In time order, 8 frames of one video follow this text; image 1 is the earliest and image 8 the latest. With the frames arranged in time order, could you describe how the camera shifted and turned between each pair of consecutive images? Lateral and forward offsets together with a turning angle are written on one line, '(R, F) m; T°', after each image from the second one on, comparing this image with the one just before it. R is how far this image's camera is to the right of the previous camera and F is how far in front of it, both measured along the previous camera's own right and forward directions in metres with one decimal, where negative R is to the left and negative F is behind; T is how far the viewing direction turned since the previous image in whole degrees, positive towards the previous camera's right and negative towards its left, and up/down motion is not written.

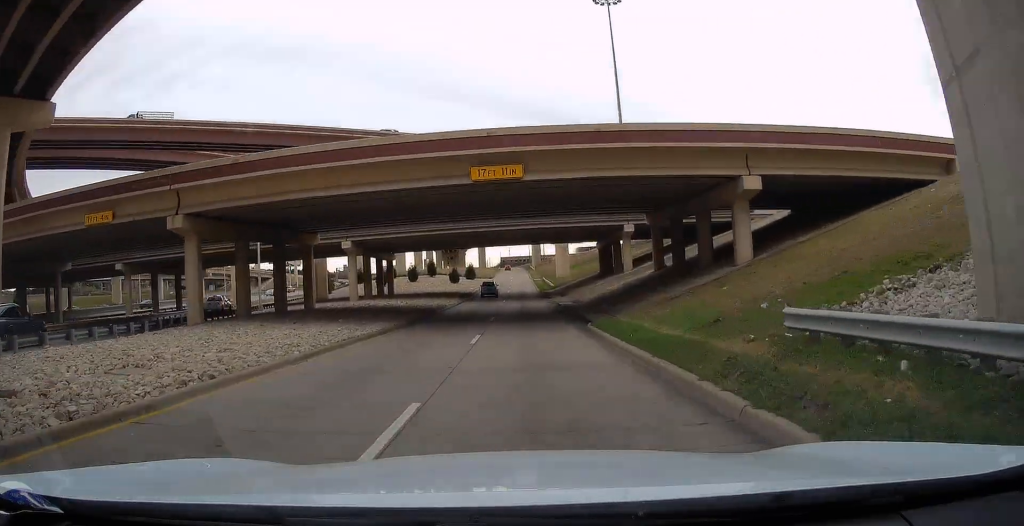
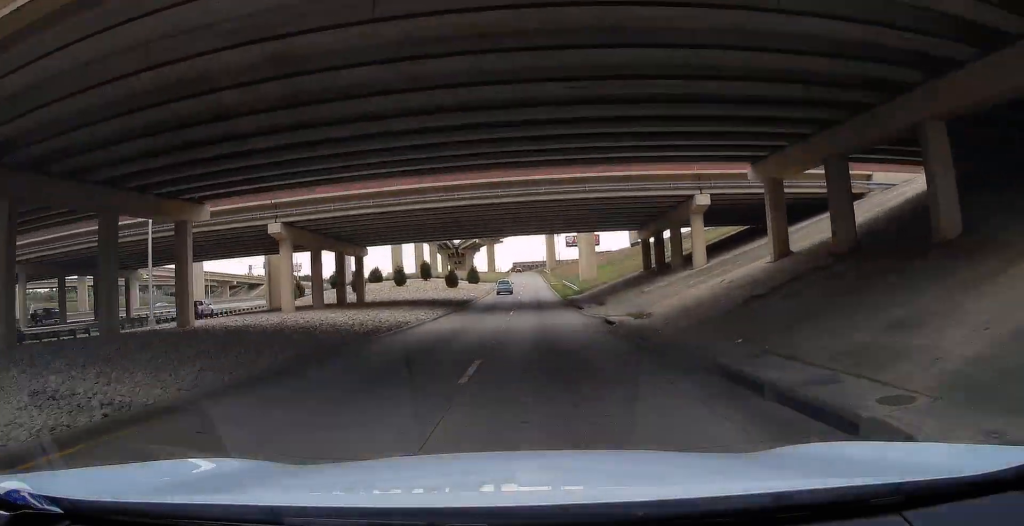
(0.0, +18.6) m; -2°
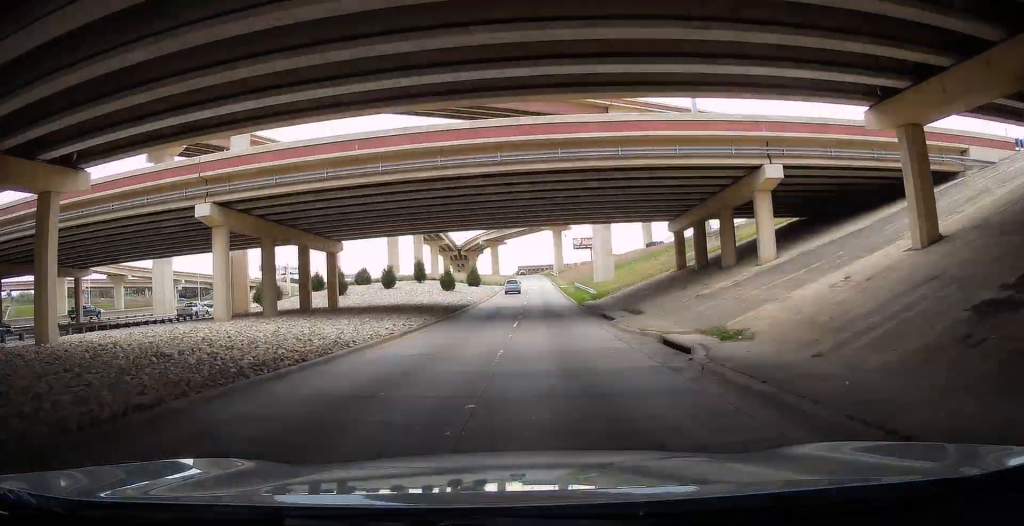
(0.0, +9.4) m; -2°
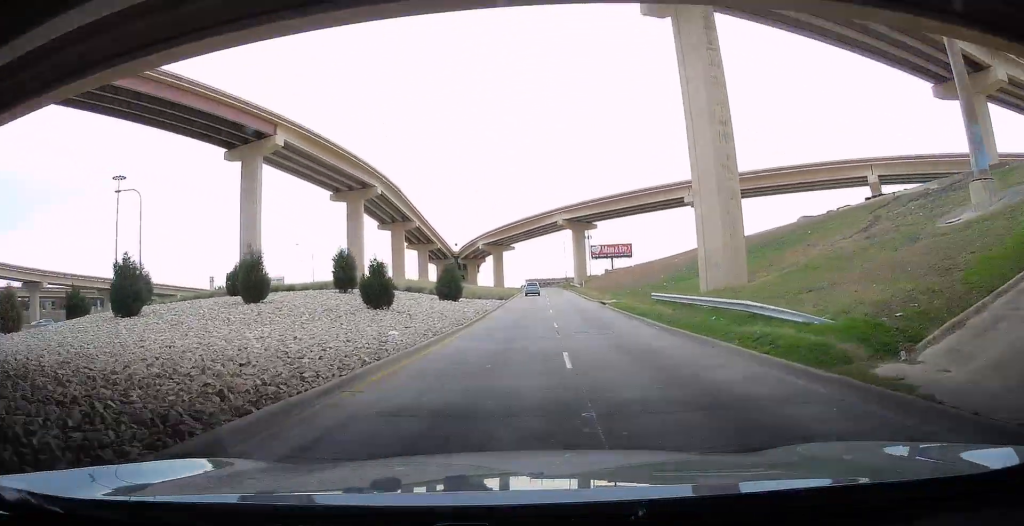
(-0.4, +35.8) m; +1°
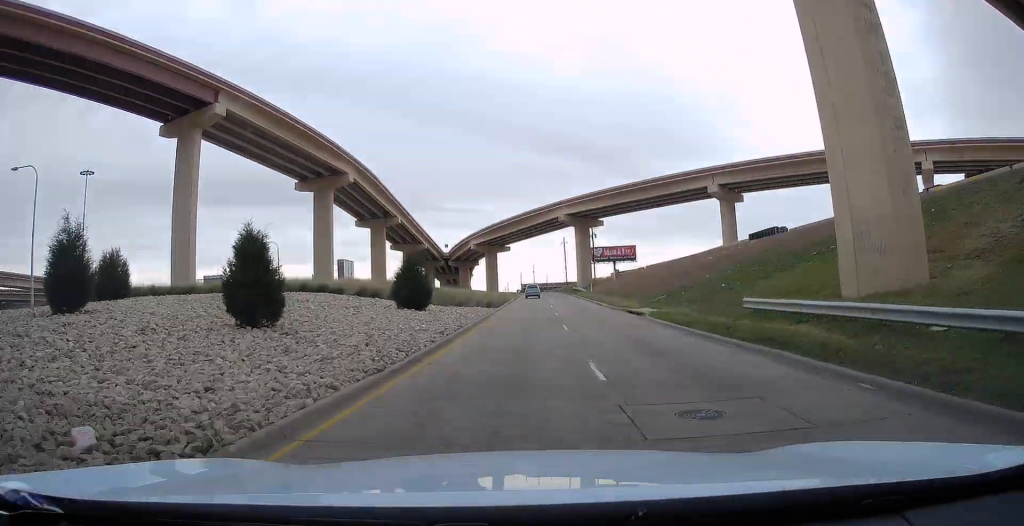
(+0.2, +14.1) m; +1°
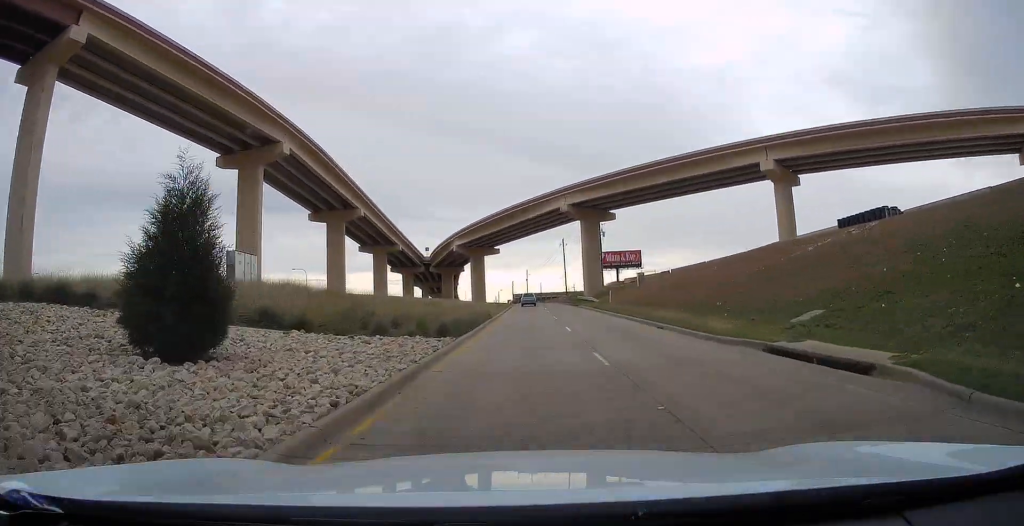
(0.0, +21.6) m; 0°
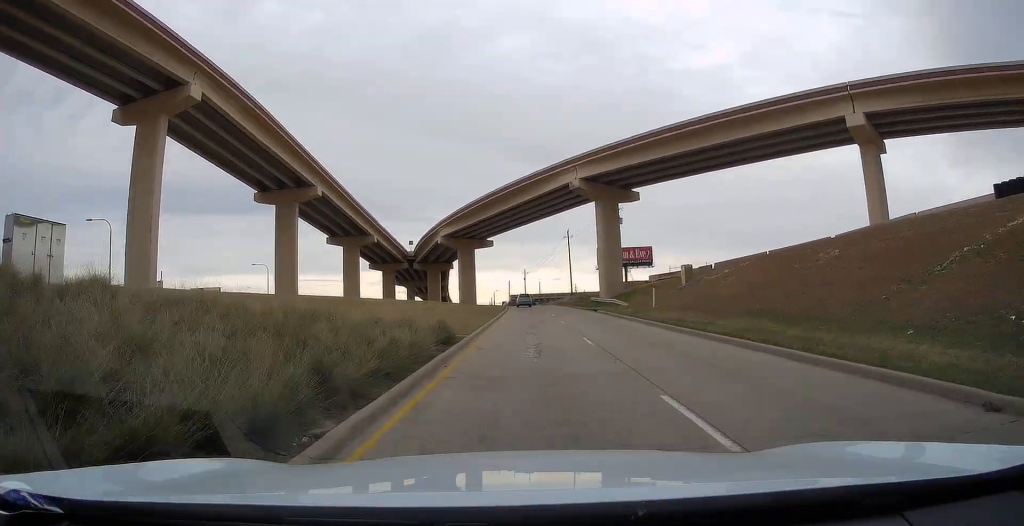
(0.0, +18.9) m; 0°
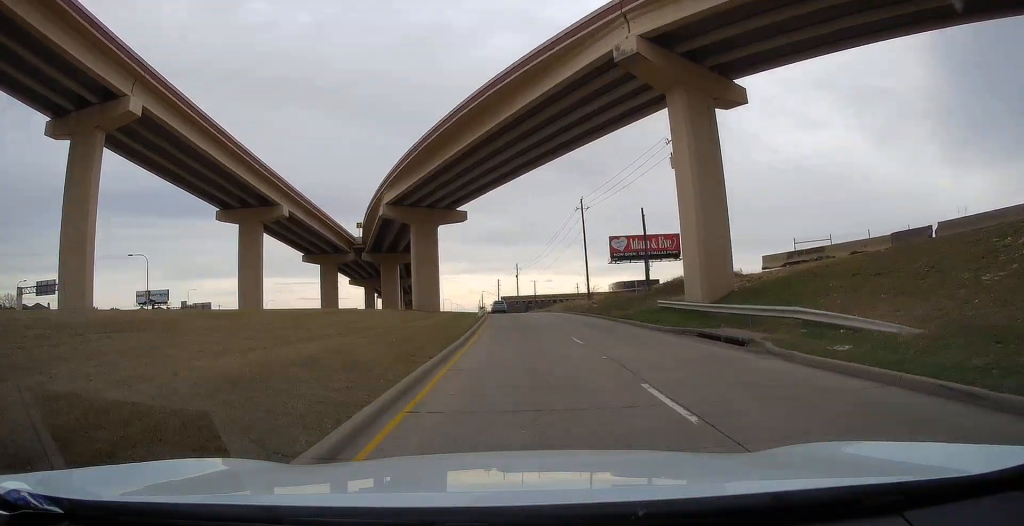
(+1.0, +36.1) m; +2°
